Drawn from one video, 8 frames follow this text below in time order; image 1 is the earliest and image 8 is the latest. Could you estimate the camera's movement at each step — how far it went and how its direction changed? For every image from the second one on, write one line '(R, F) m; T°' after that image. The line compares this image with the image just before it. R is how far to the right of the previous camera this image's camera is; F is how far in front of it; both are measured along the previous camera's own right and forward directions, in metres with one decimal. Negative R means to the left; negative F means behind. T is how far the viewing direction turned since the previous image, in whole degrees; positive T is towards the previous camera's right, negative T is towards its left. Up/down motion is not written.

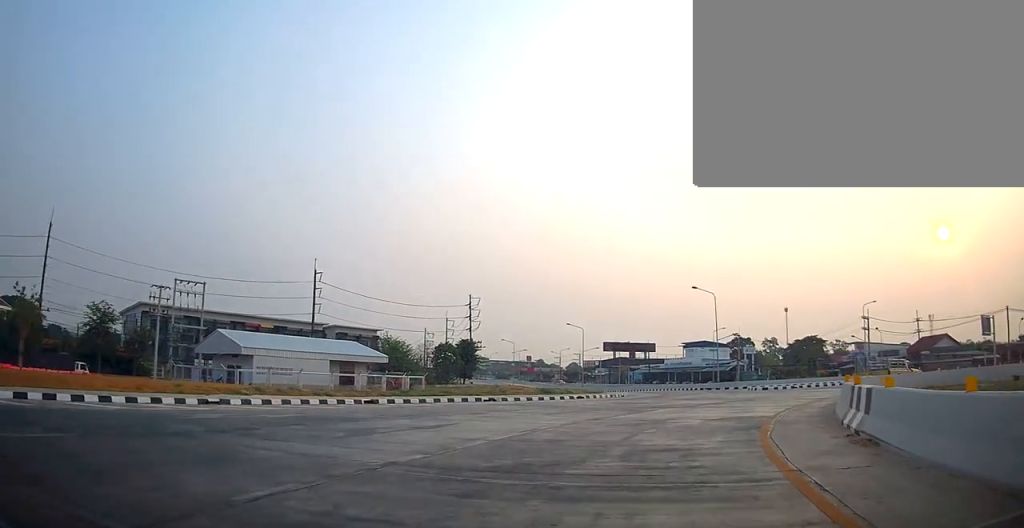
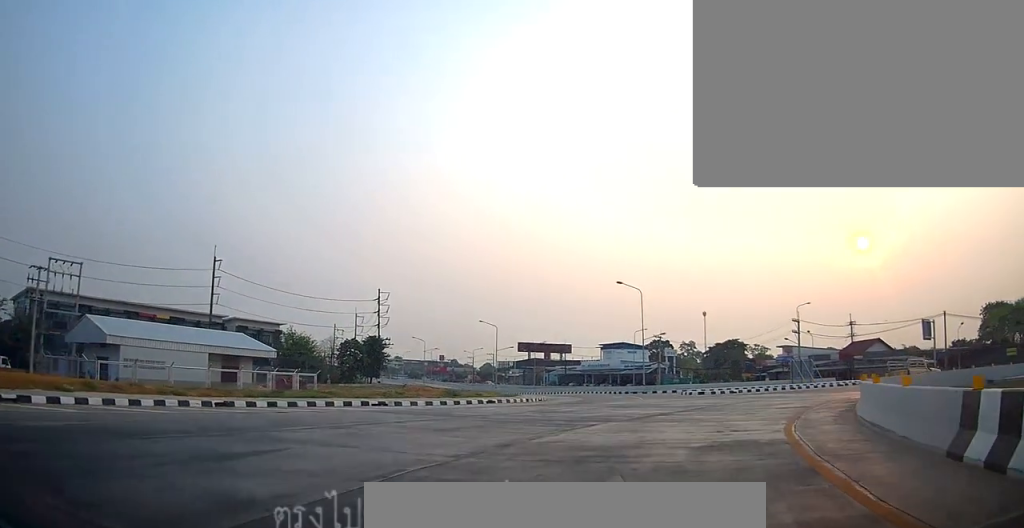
(-0.1, +5.9) m; +7°
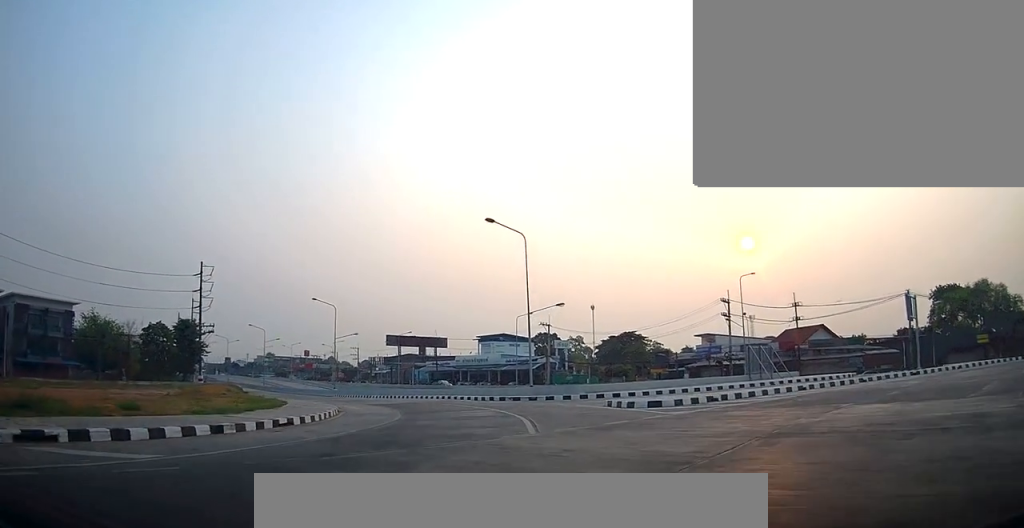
(+5.5, +22.9) m; +20°
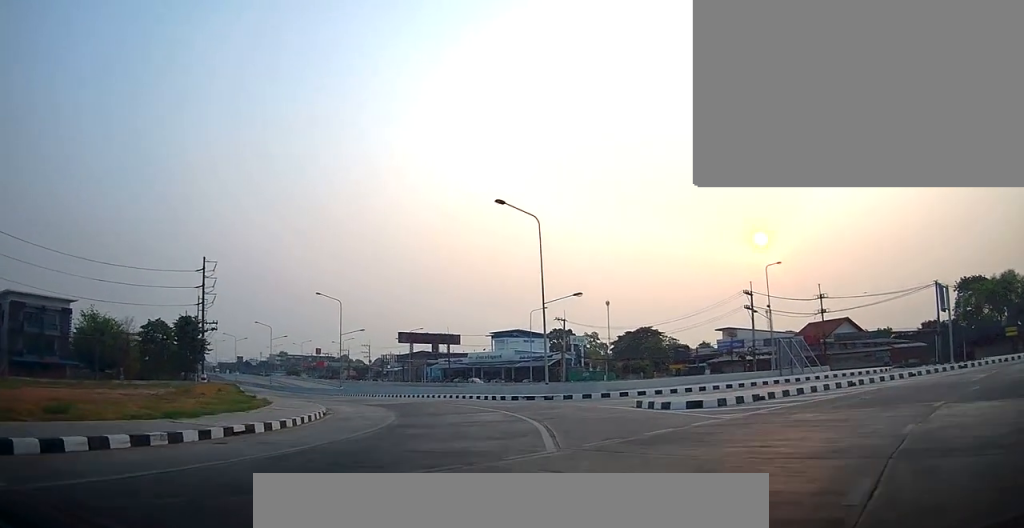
(0.0, +3.4) m; -1°
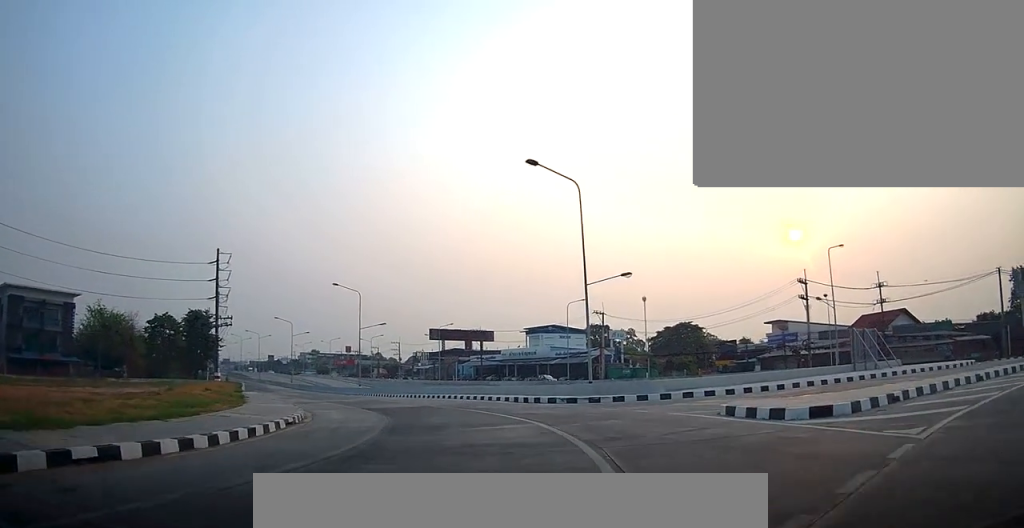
(0.0, +6.2) m; -3°
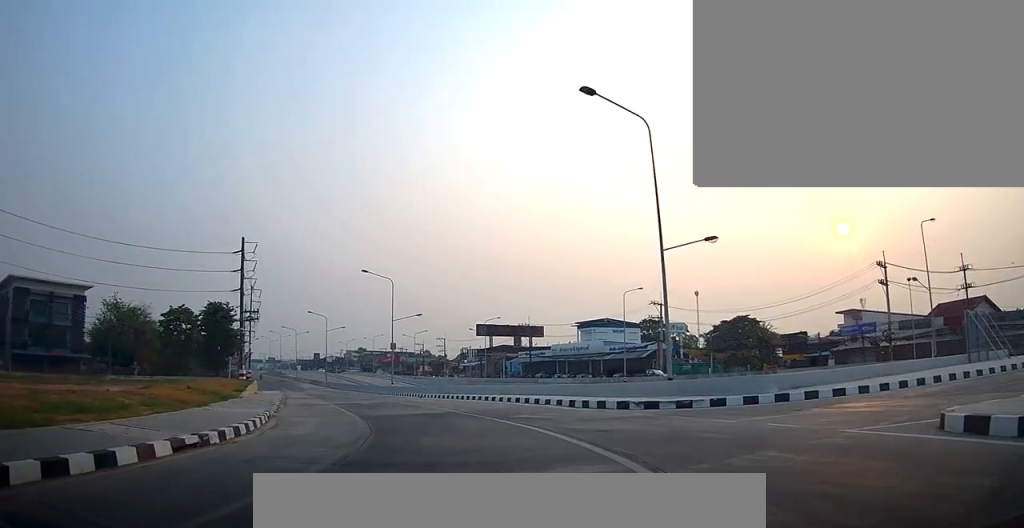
(-0.2, +7.1) m; -6°
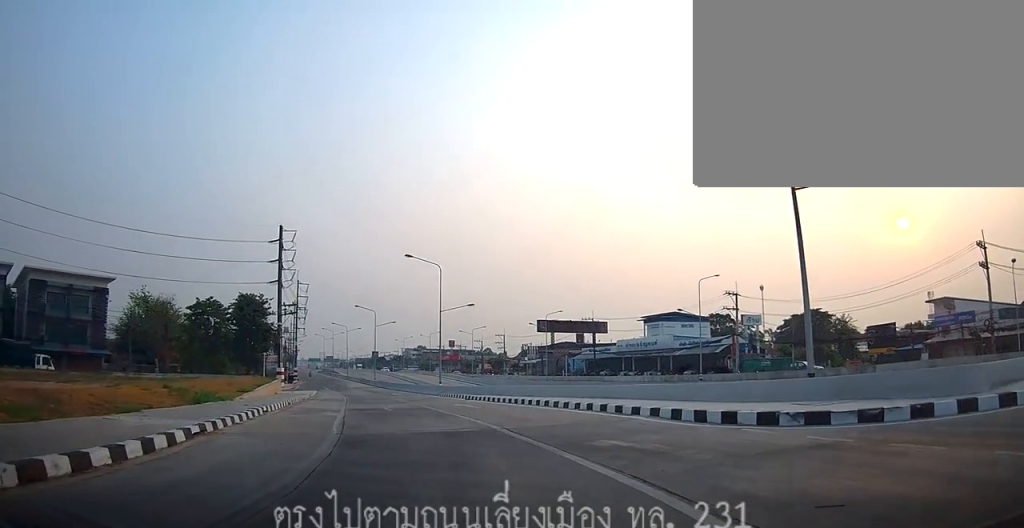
(-0.5, +6.8) m; -6°
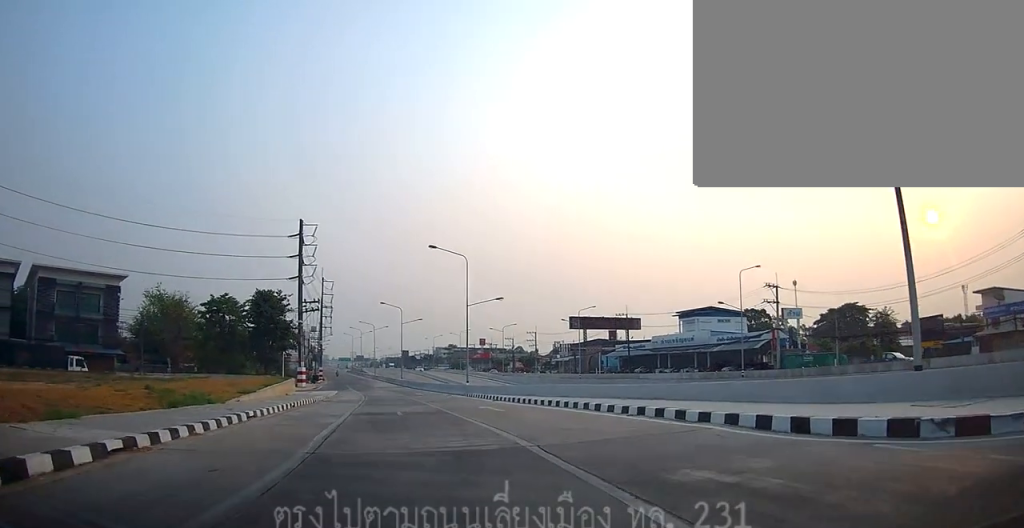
(-0.1, +3.3) m; -1°
